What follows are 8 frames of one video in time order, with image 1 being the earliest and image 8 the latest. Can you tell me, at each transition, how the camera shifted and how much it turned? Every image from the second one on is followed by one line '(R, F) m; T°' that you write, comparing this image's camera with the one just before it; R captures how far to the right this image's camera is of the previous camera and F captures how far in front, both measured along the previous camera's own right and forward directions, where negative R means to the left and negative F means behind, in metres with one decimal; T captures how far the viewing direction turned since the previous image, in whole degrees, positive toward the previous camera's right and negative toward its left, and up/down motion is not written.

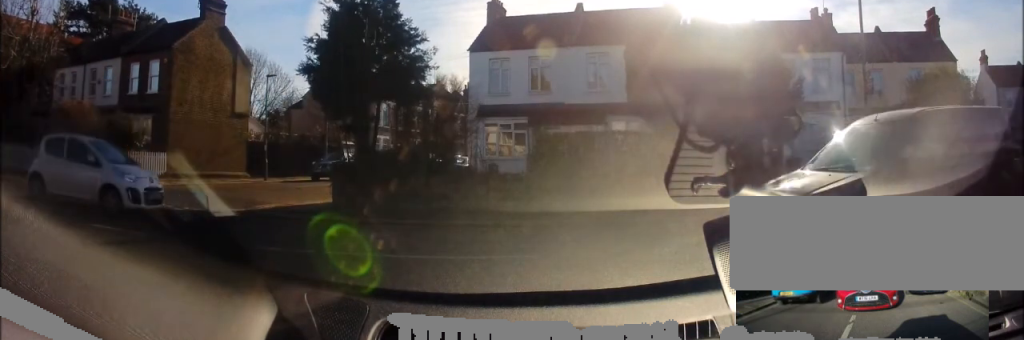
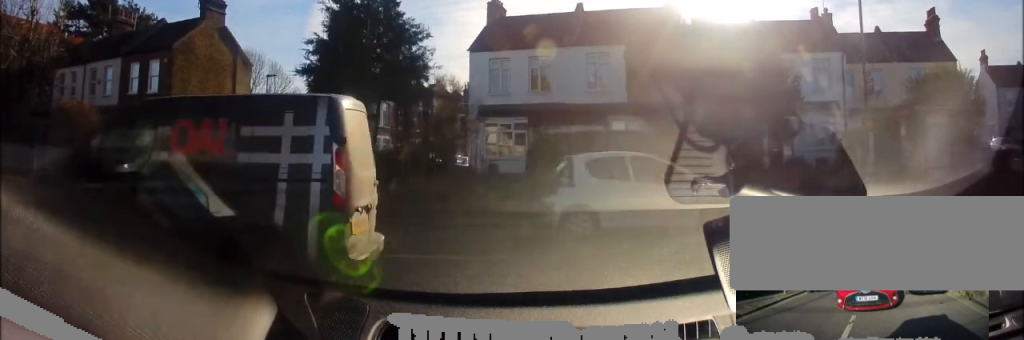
(0.0, 0.0) m; 0°
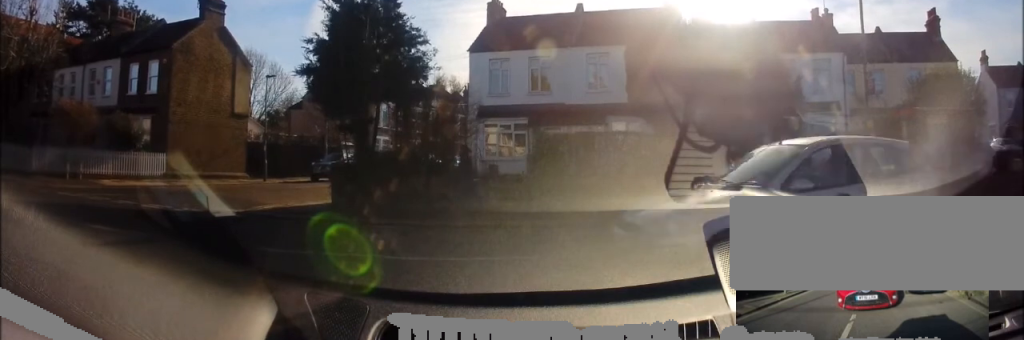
(0.0, 0.0) m; 0°
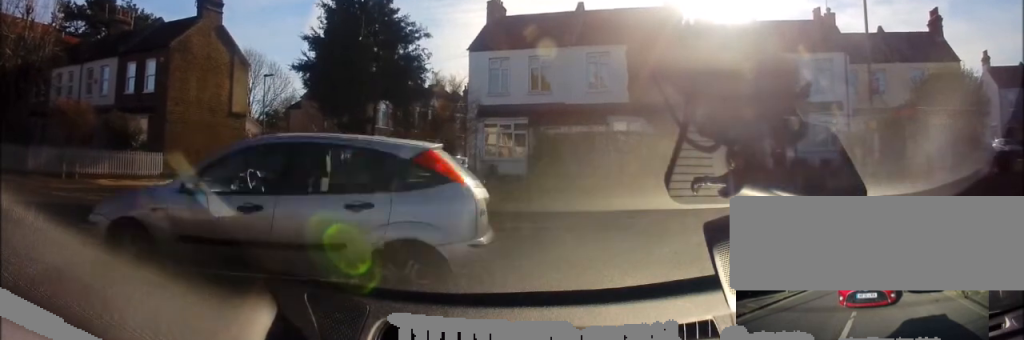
(0.0, 0.0) m; 0°
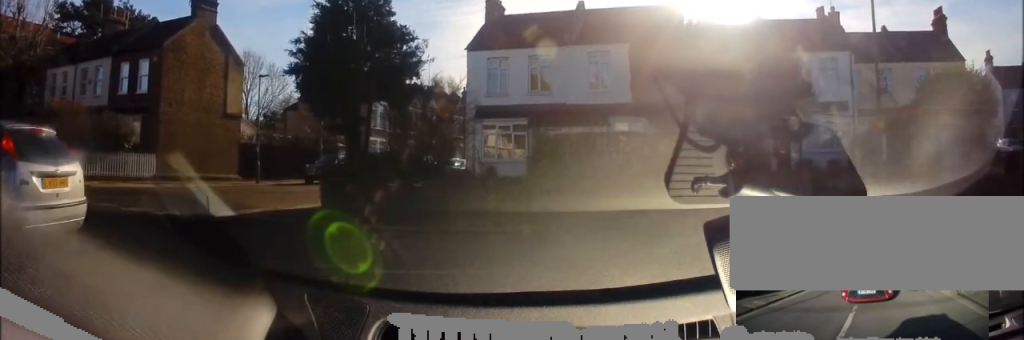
(-0.1, +0.4) m; 0°
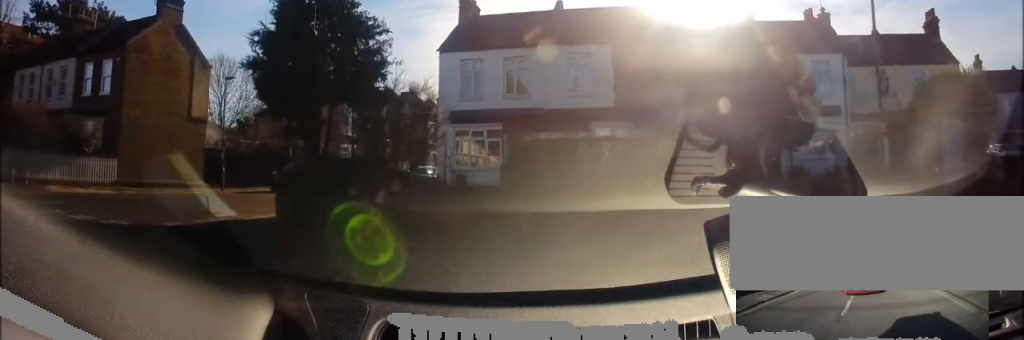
(-0.1, +1.1) m; +1°
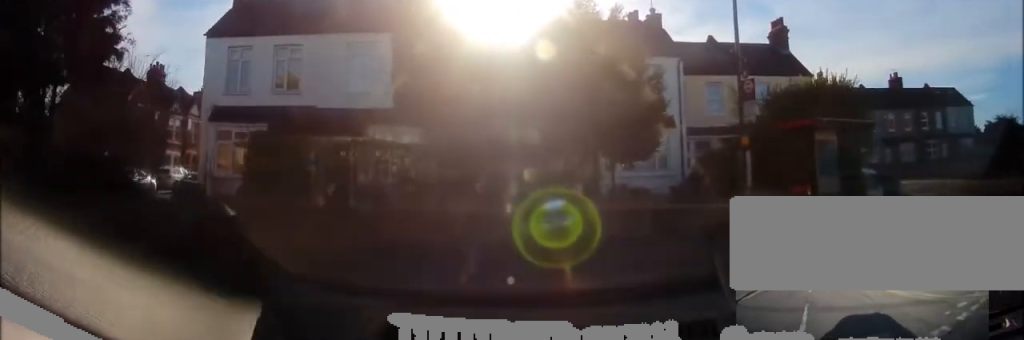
(+0.4, +3.9) m; +19°
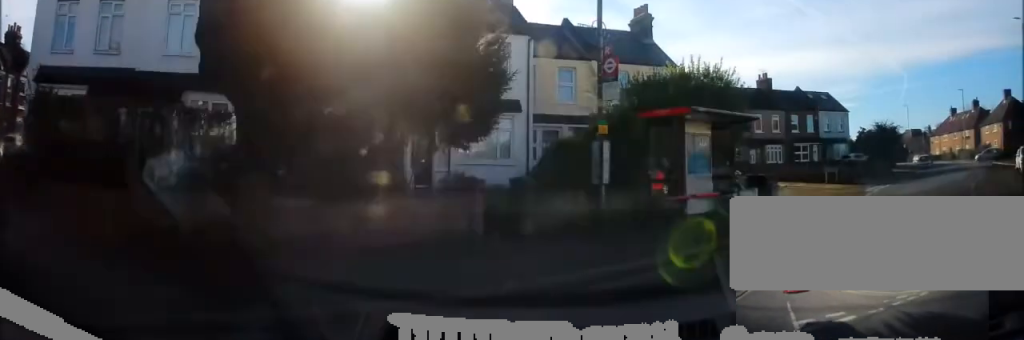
(+0.3, +2.2) m; +17°
